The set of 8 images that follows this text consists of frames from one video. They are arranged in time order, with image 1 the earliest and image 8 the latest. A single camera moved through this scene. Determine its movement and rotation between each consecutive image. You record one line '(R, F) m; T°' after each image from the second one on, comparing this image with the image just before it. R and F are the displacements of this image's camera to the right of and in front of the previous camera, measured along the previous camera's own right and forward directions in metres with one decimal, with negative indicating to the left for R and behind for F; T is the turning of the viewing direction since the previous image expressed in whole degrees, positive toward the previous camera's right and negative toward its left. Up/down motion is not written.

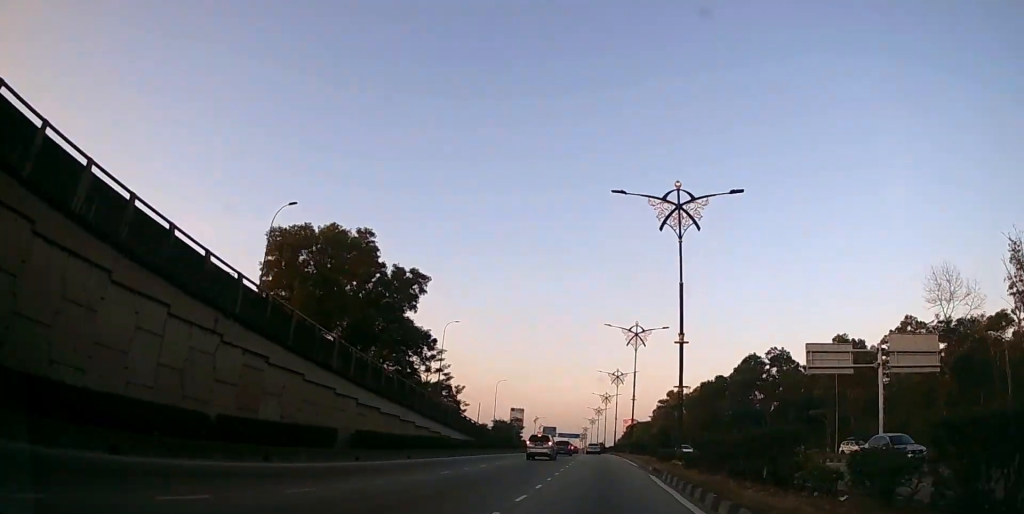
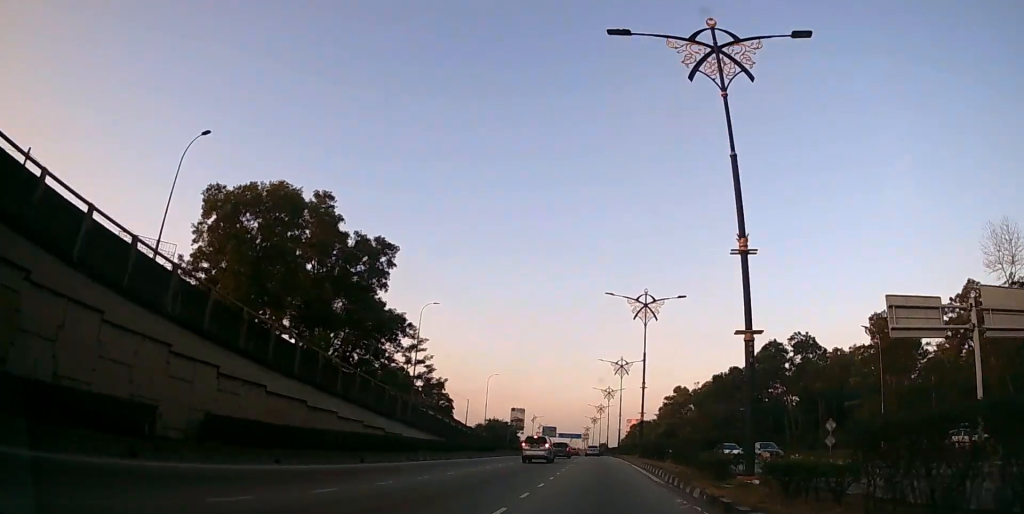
(-0.1, +11.2) m; 0°
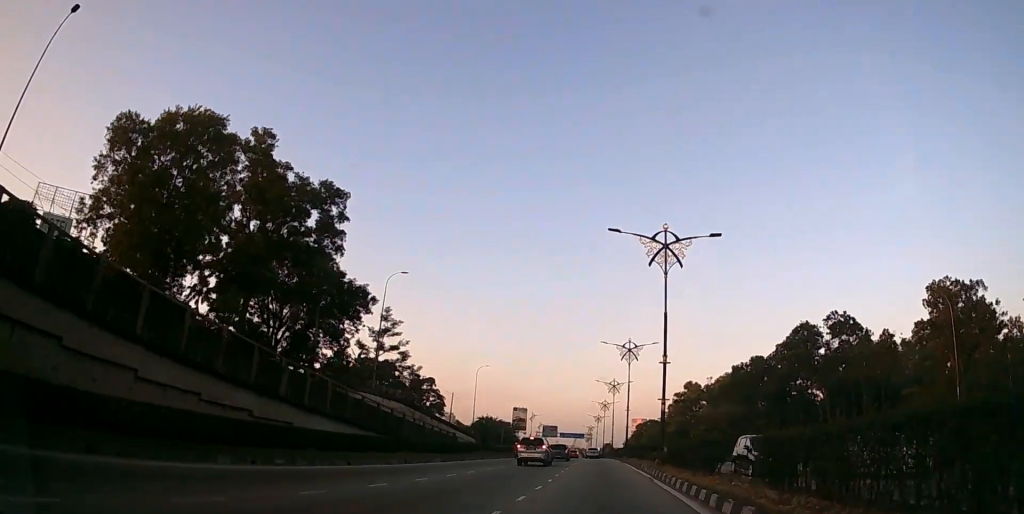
(0.0, +13.1) m; 0°
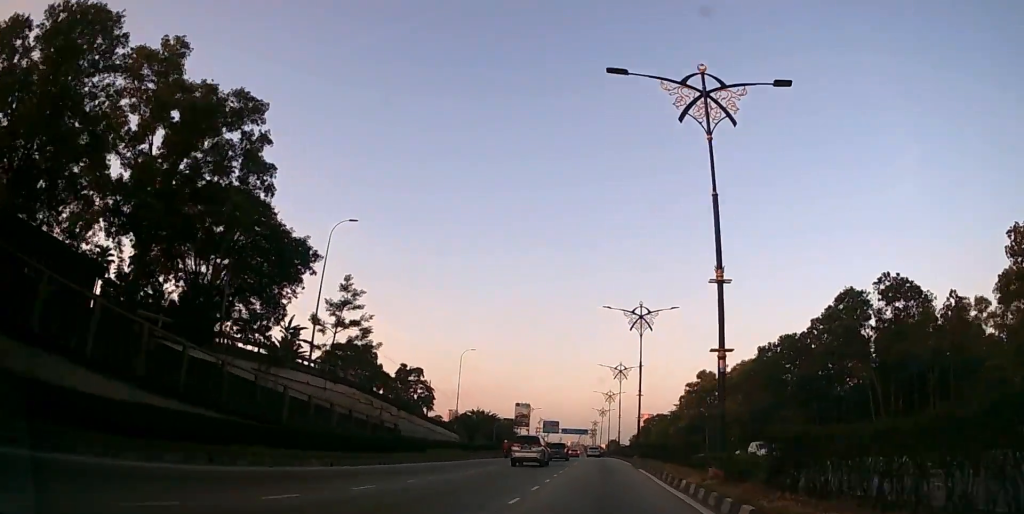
(0.0, +14.2) m; 0°
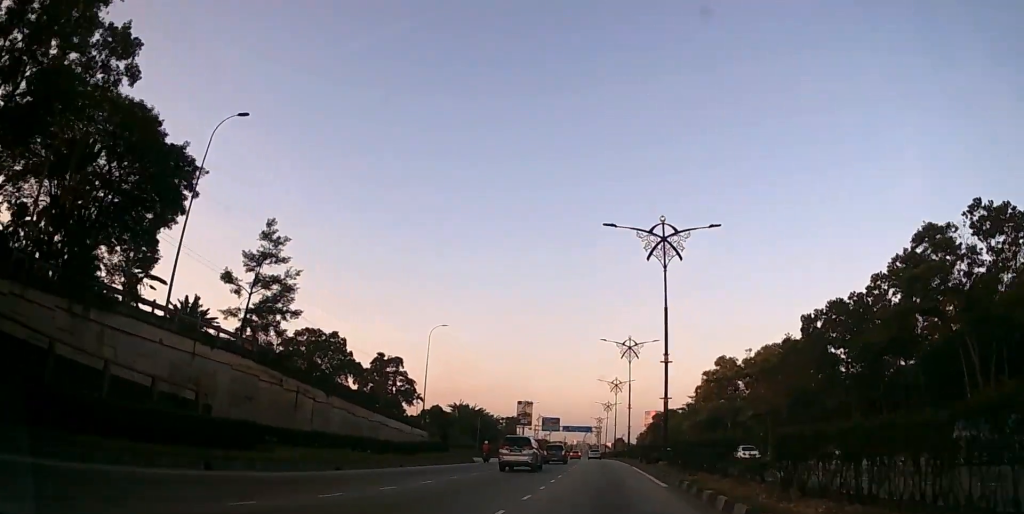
(-0.1, +17.9) m; -1°
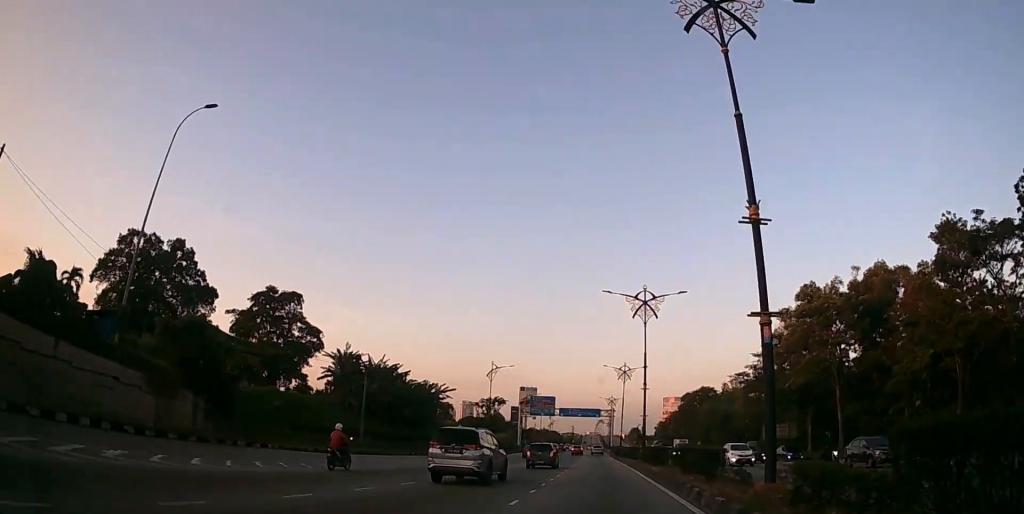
(-0.8, +47.4) m; -2°
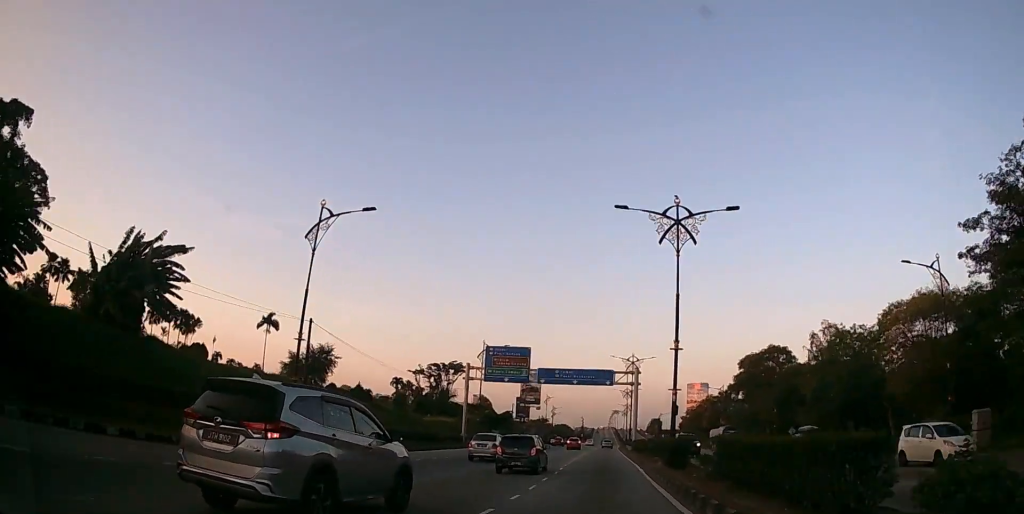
(-0.4, +51.0) m; -1°
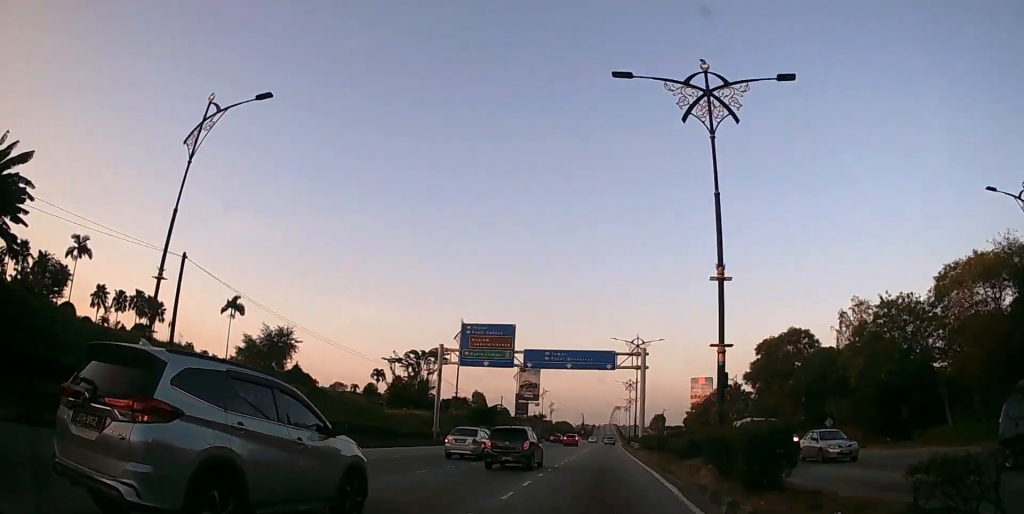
(0.0, +11.0) m; 0°
